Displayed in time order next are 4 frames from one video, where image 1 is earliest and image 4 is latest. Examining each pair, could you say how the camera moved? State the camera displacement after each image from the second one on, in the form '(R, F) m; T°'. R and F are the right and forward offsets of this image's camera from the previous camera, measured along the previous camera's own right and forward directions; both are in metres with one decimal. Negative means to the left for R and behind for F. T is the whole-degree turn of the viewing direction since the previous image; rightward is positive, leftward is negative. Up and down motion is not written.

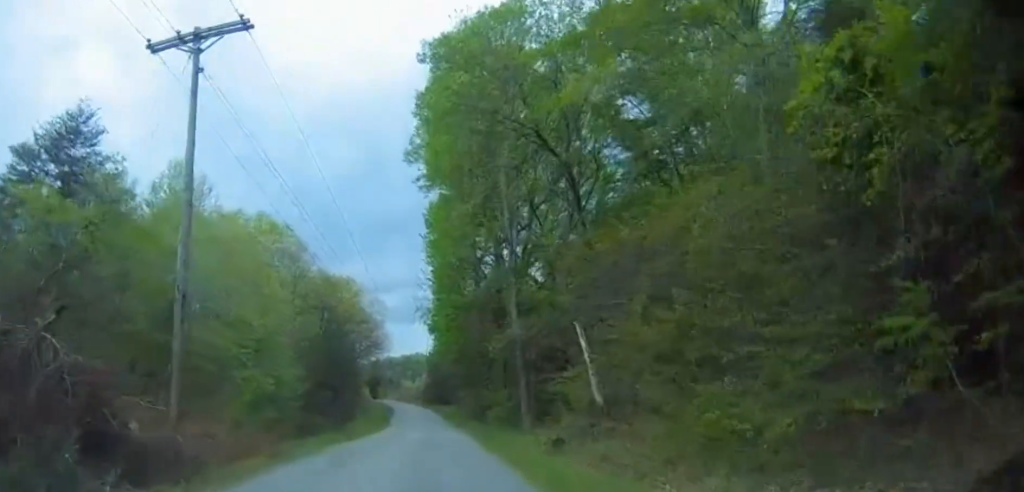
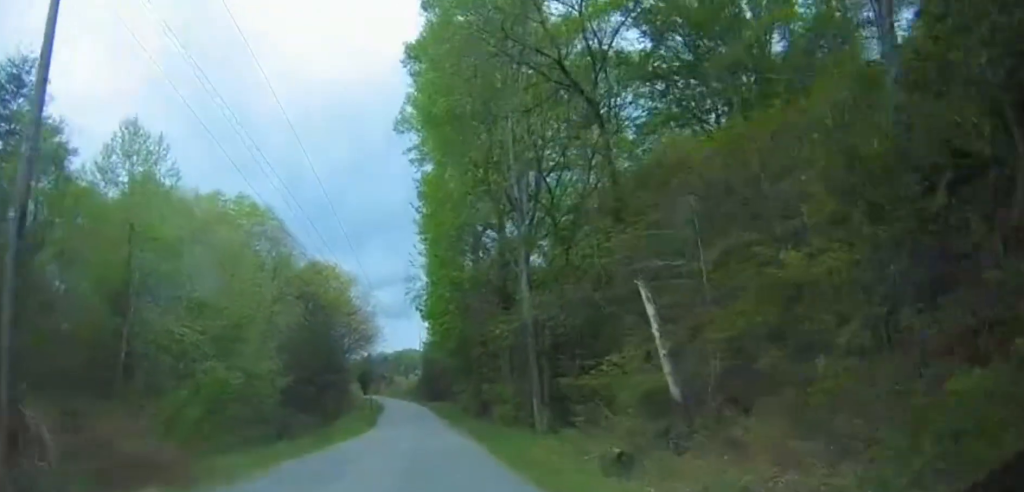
(0.0, +6.6) m; -1°
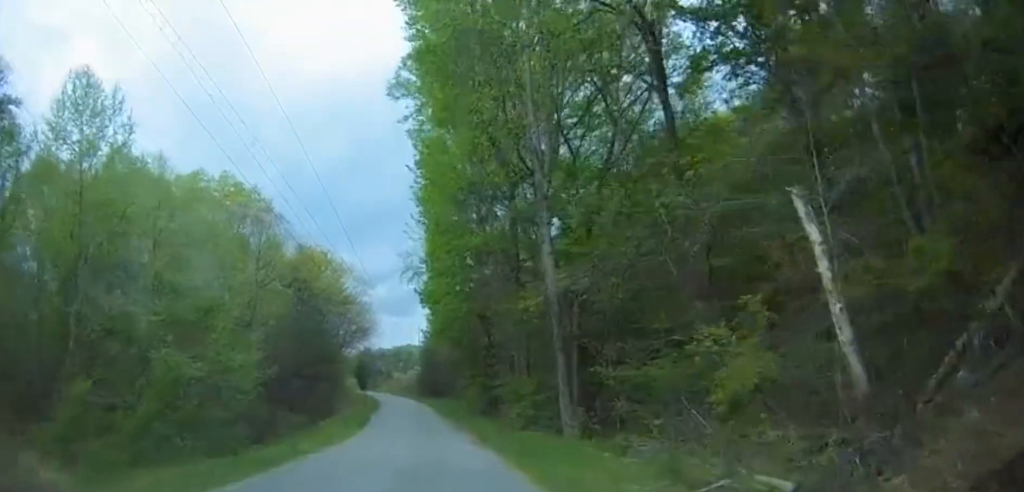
(+0.1, +5.9) m; -3°
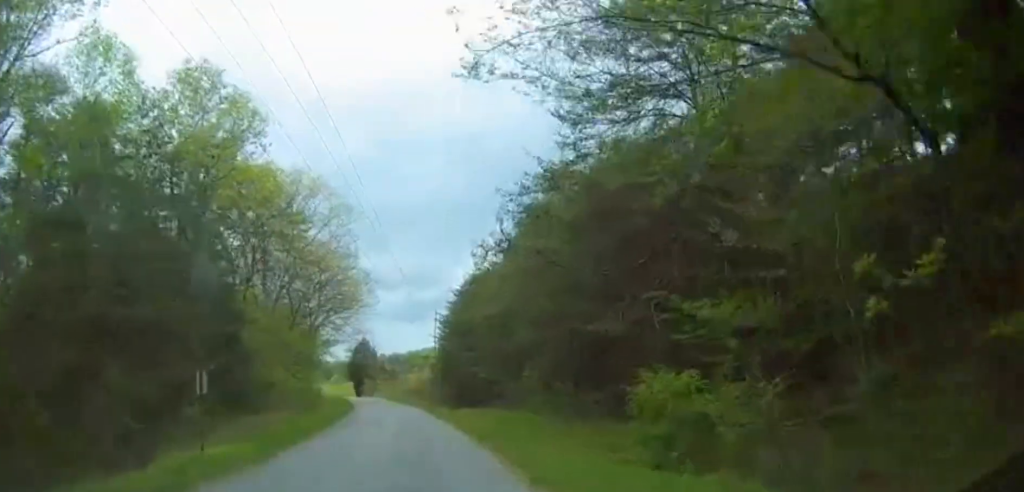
(+1.1, +45.1) m; +3°
